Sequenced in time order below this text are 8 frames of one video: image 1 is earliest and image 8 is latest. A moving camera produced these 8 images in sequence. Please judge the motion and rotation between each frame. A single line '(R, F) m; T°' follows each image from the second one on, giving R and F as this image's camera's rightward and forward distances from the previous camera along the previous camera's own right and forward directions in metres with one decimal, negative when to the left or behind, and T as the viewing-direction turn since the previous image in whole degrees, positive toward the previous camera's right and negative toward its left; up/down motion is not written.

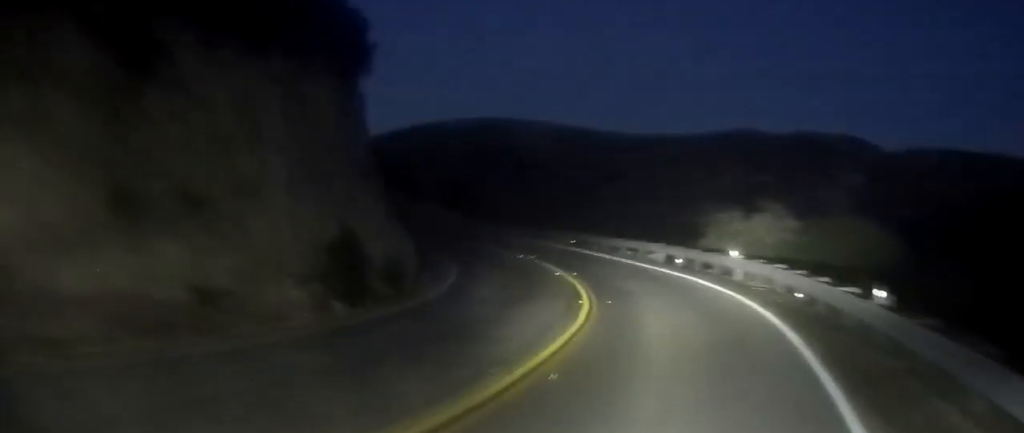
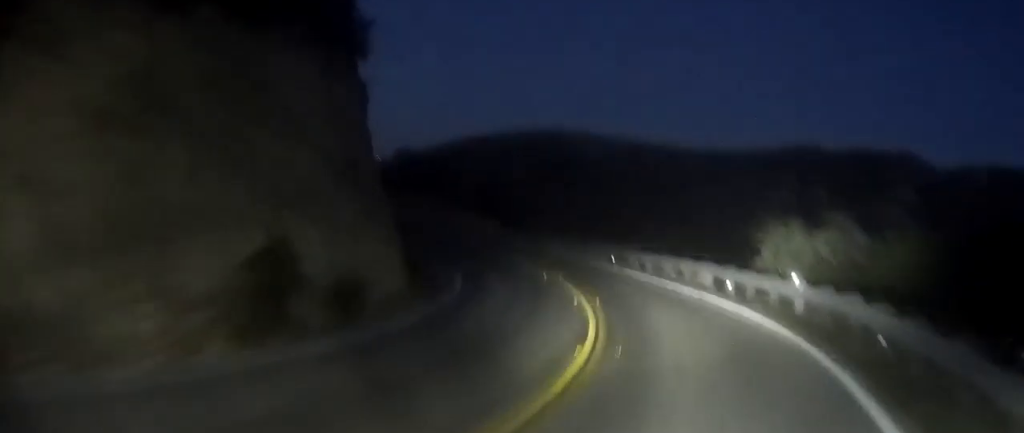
(0.0, +4.3) m; -5°
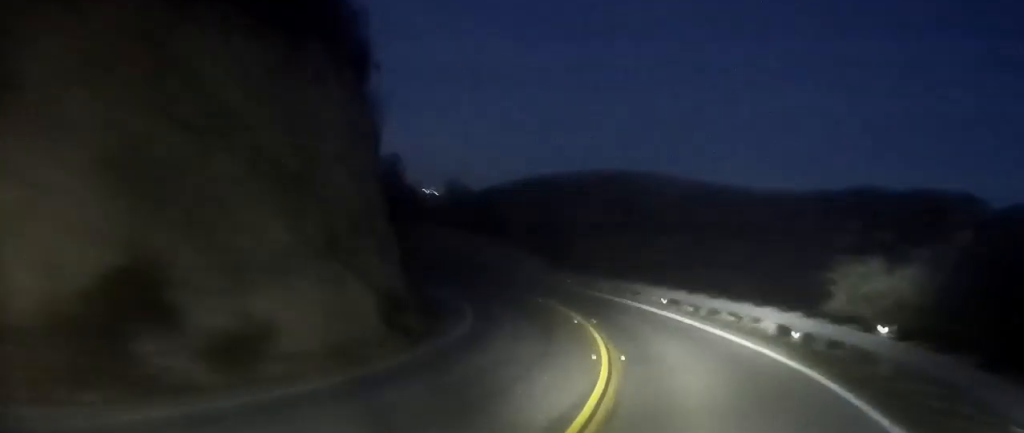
(+0.4, +4.3) m; -5°
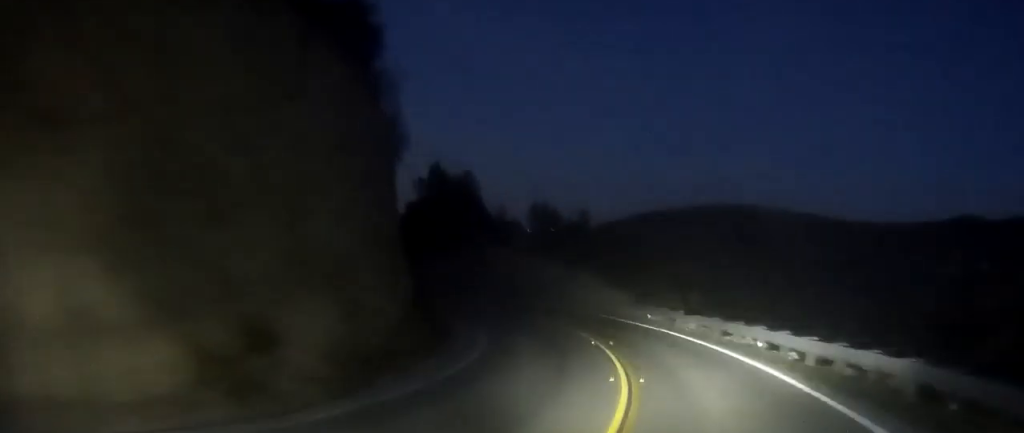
(-1.0, +7.7) m; -14°
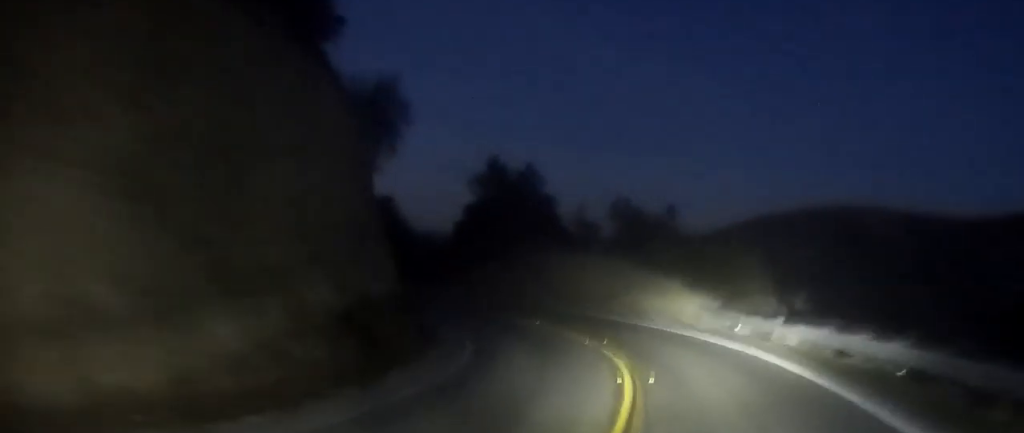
(-1.4, +8.9) m; -17°
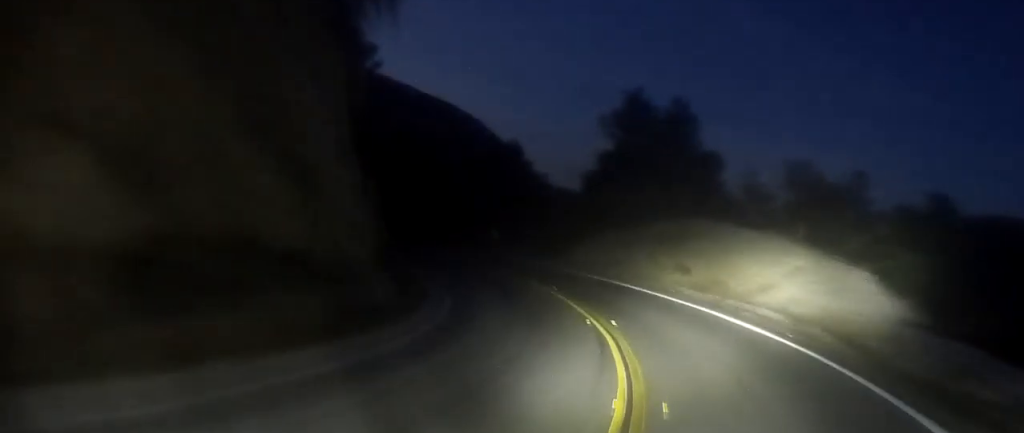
(-2.4, +12.3) m; -19°
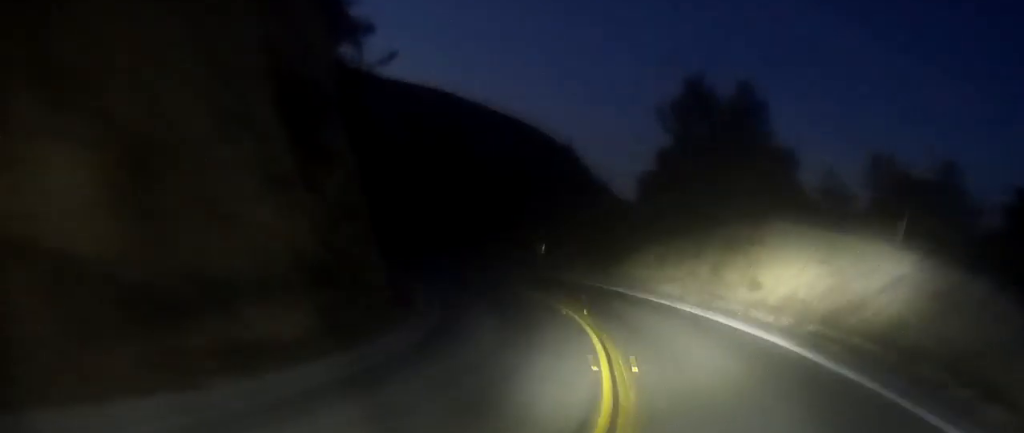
(0.0, +5.5) m; -7°
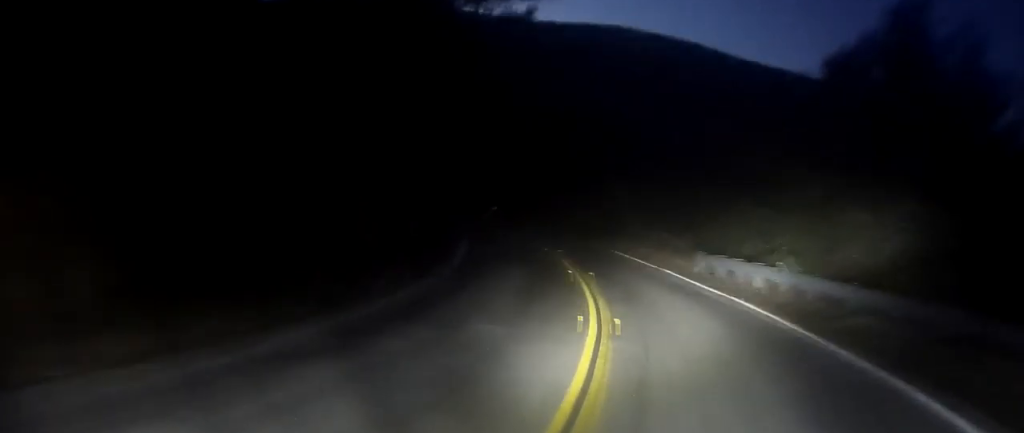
(-10.1, +30.0) m; -36°
